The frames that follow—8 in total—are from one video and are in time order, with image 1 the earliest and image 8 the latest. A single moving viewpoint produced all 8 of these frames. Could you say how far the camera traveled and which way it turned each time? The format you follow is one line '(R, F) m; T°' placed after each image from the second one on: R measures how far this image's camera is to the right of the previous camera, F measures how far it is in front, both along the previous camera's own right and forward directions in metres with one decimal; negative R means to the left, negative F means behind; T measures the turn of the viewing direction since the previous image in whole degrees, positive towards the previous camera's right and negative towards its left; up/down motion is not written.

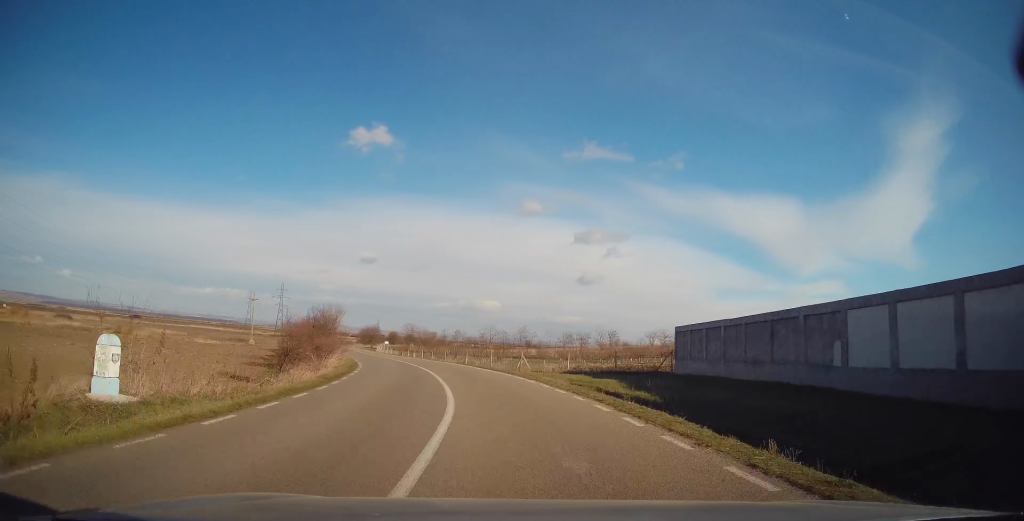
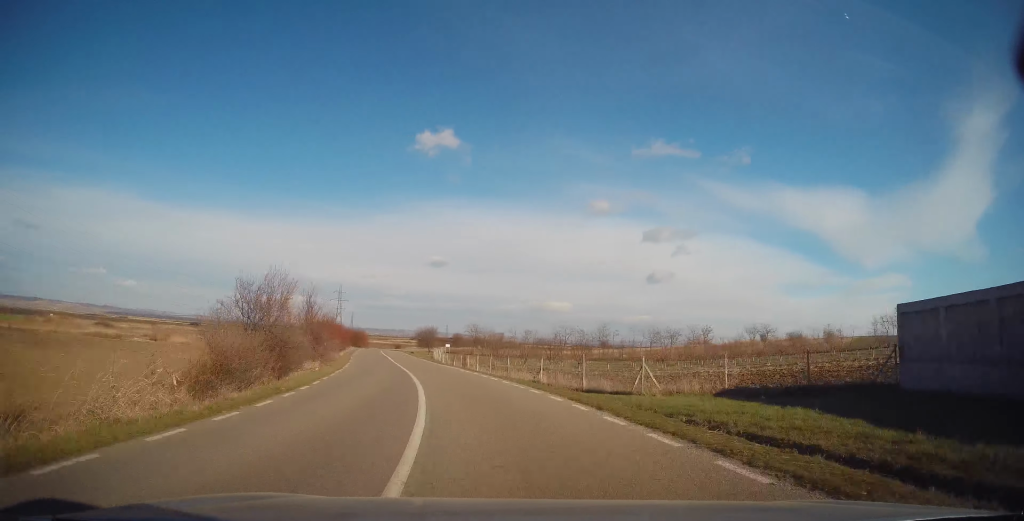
(-0.9, +17.5) m; -6°
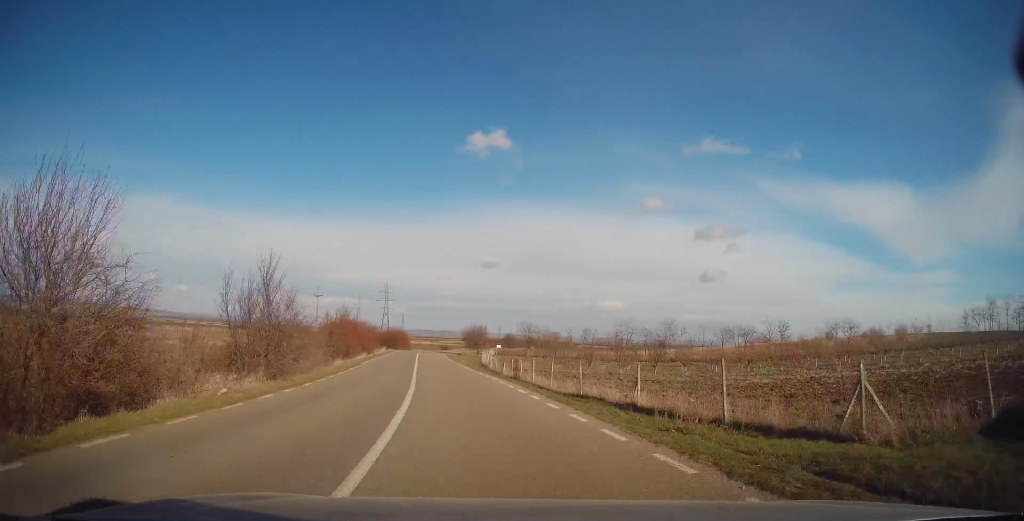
(+0.1, +11.0) m; -4°
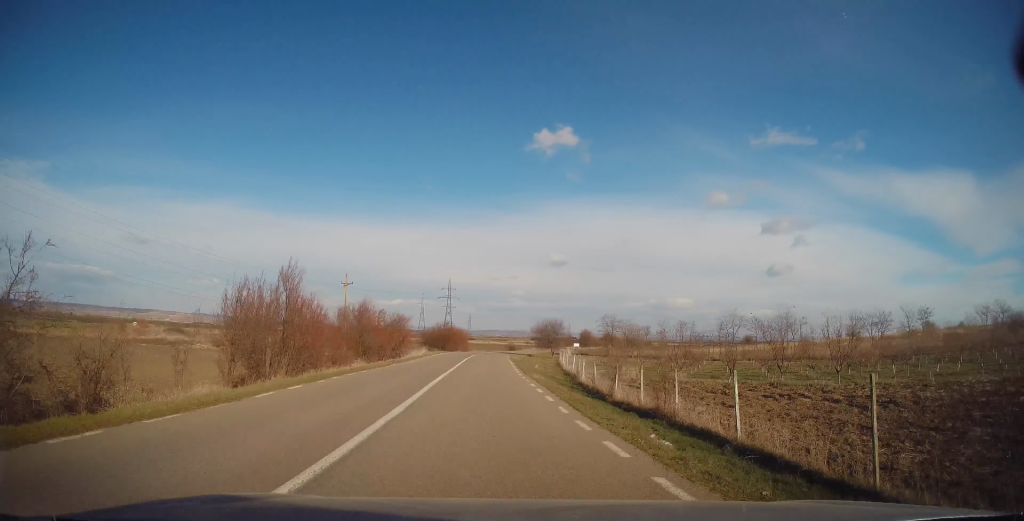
(-1.9, +21.2) m; -7°
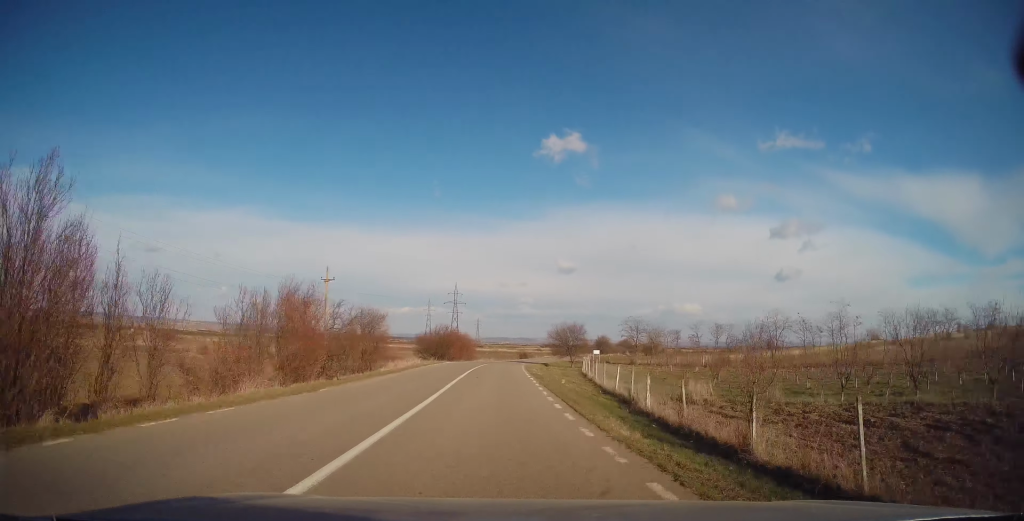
(-0.4, +11.8) m; -1°
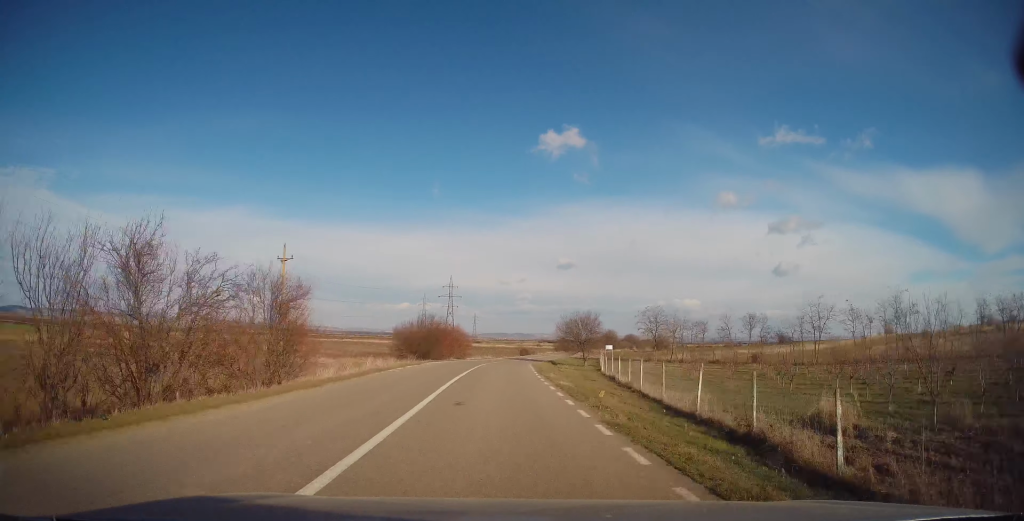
(-0.3, +12.4) m; -1°
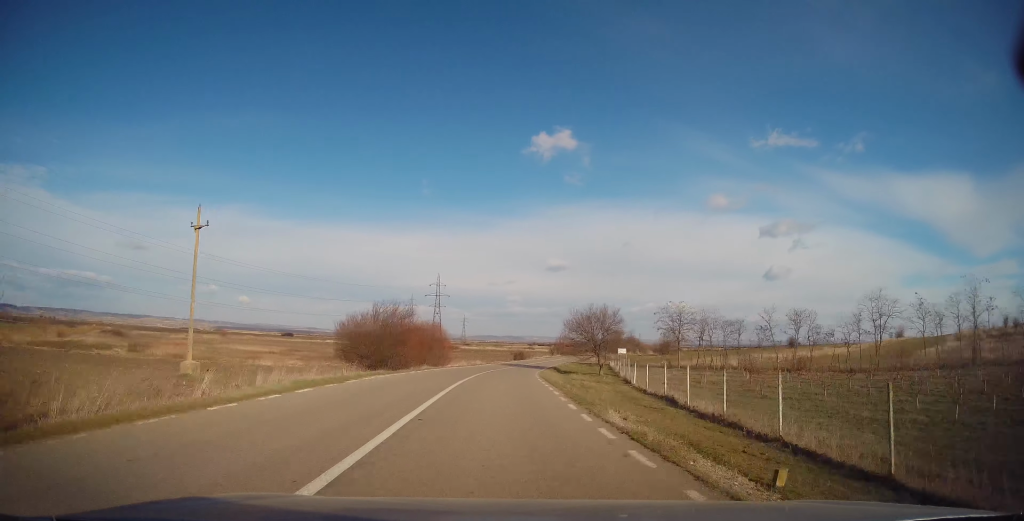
(+0.1, +14.1) m; +1°
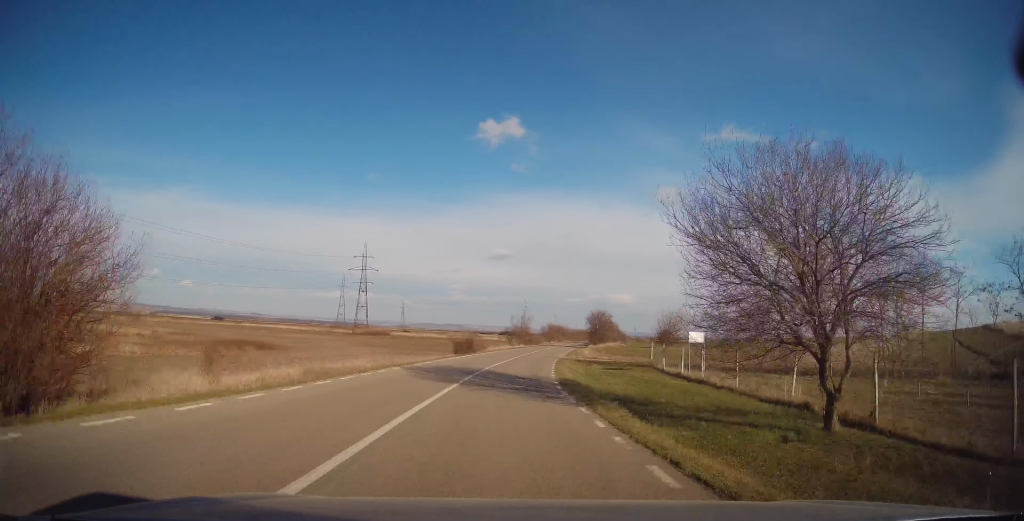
(+1.5, +38.8) m; +6°
